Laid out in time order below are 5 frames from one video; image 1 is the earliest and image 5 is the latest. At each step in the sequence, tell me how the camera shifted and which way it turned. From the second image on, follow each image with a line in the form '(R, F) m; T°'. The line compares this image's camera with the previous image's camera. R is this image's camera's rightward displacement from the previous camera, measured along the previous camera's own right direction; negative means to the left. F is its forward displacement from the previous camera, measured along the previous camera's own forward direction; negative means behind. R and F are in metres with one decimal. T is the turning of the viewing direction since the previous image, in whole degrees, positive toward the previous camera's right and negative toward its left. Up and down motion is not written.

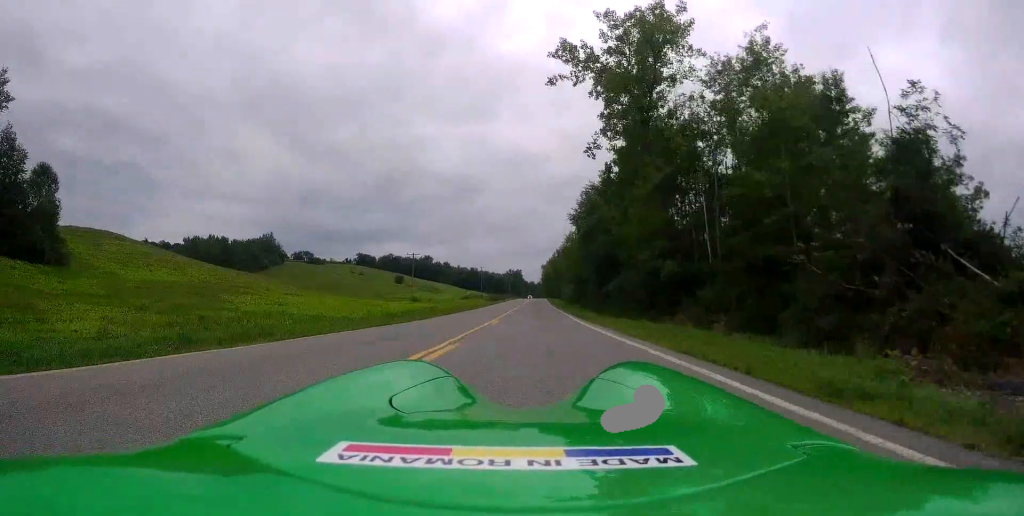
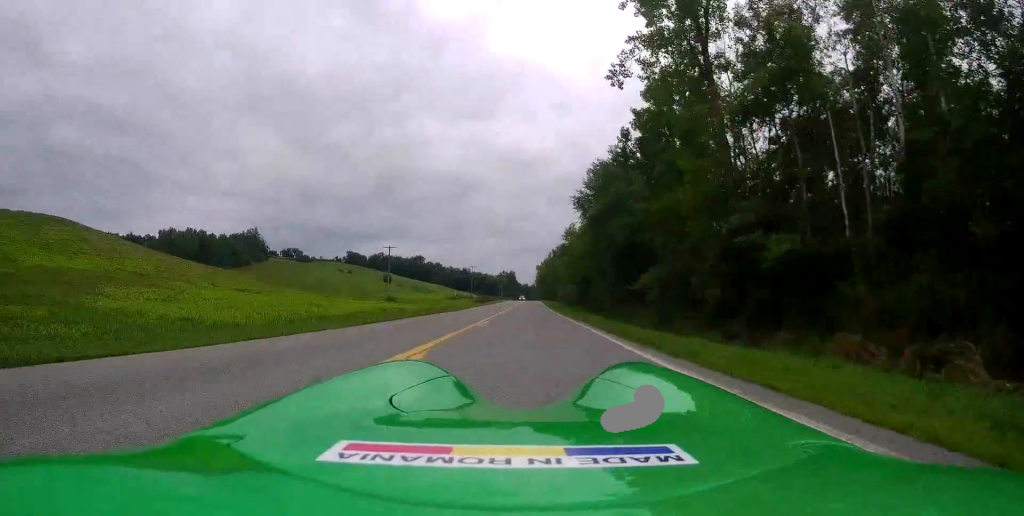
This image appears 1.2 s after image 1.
(0.0, +14.3) m; -1°
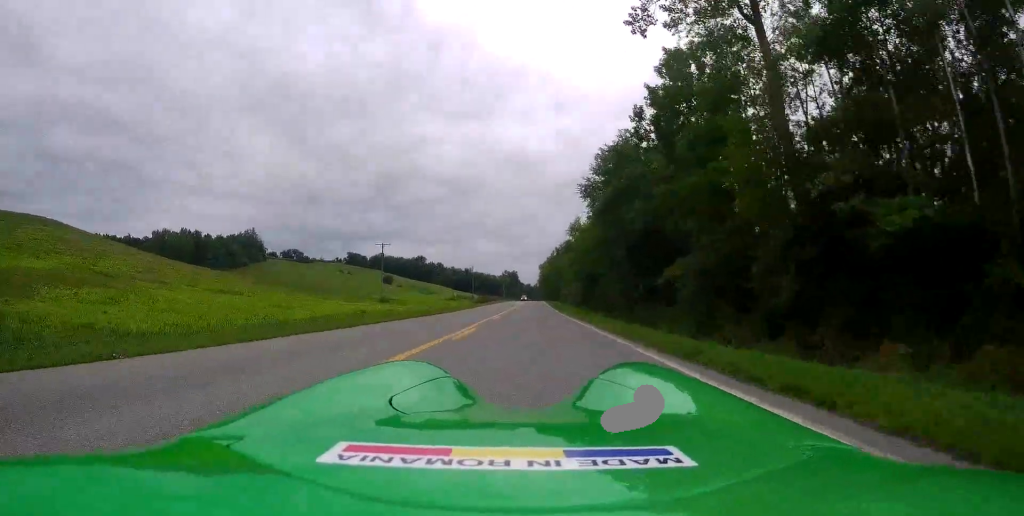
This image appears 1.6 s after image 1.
(-0.2, +5.6) m; 0°
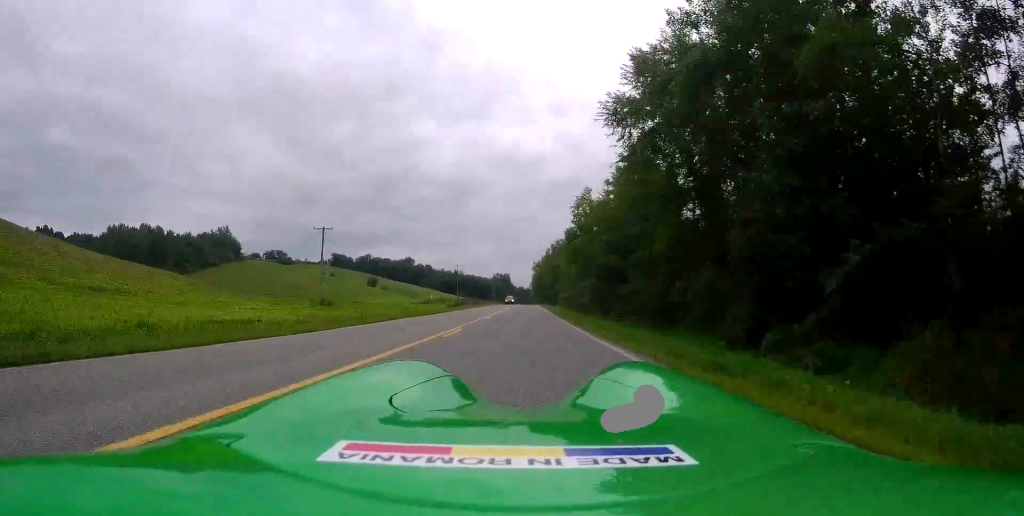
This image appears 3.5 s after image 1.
(+0.3, +23.5) m; +1°
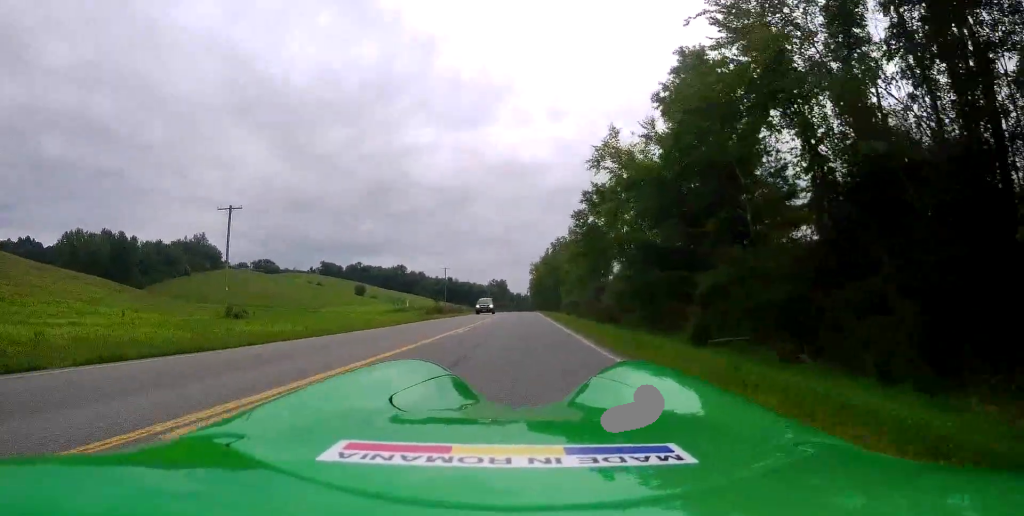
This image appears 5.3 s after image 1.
(-0.1, +21.4) m; -2°
